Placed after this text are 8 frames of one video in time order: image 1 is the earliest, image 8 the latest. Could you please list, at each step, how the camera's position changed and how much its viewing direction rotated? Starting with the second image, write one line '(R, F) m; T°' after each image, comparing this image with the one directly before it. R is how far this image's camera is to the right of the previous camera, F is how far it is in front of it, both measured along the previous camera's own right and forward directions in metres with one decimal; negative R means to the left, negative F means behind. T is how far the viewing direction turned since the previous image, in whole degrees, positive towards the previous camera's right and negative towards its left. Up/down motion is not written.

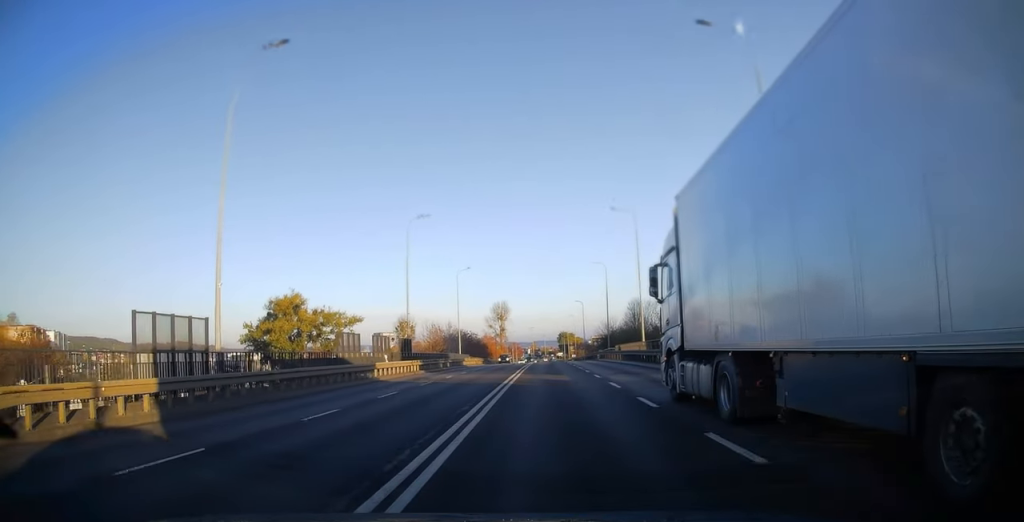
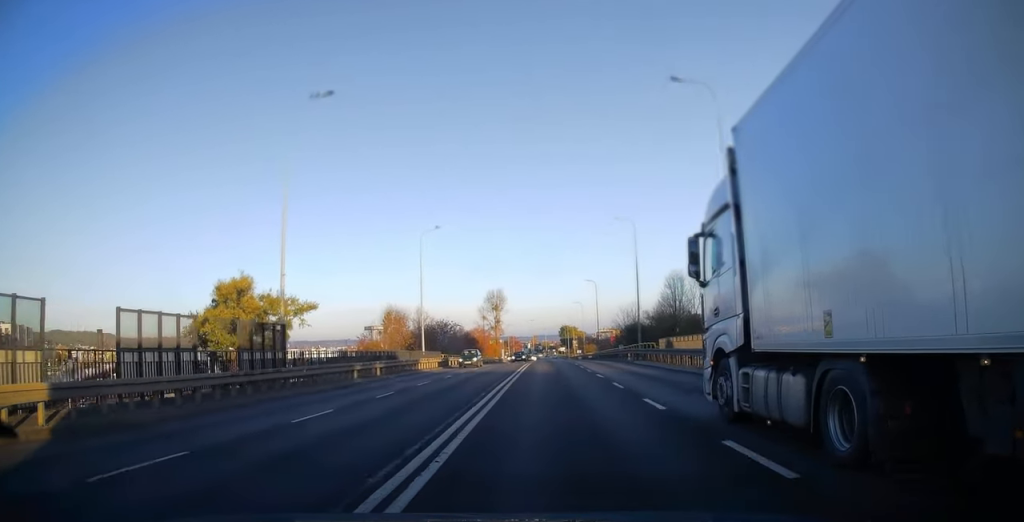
(-0.1, +24.7) m; 0°
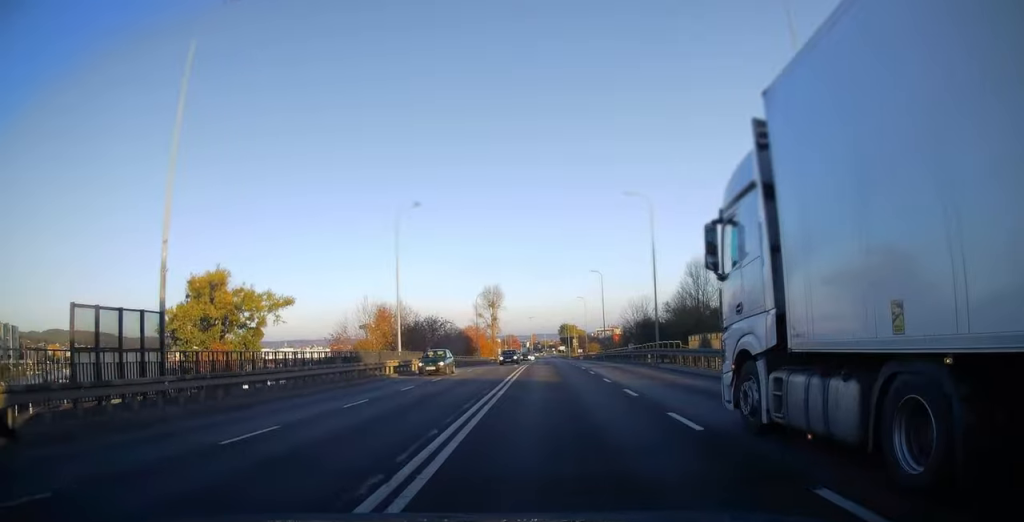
(0.0, +8.8) m; 0°
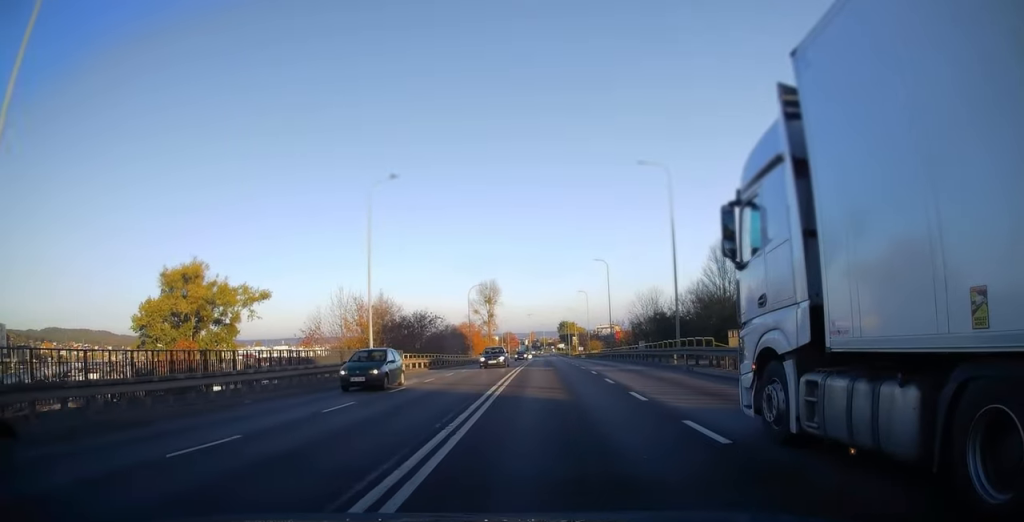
(+0.1, +7.4) m; 0°
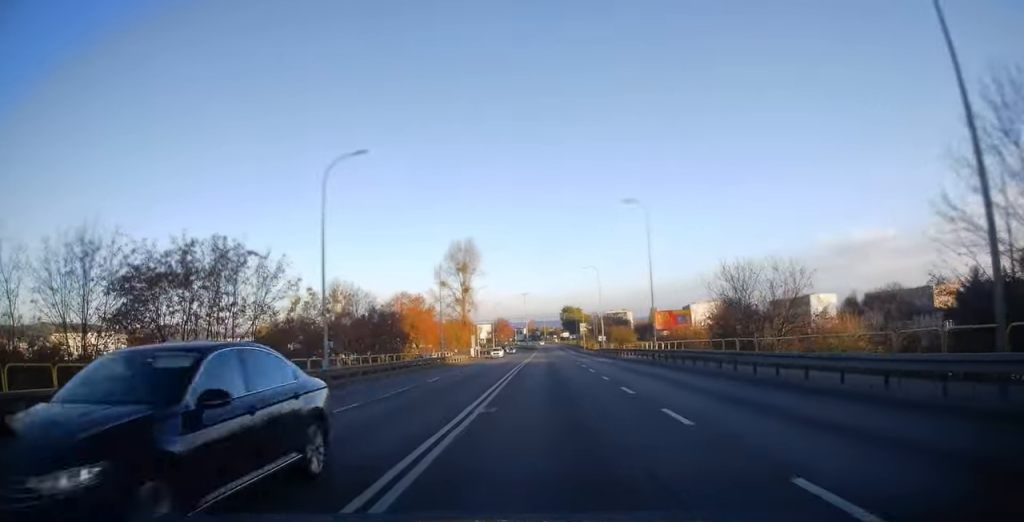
(-0.2, +53.6) m; 0°
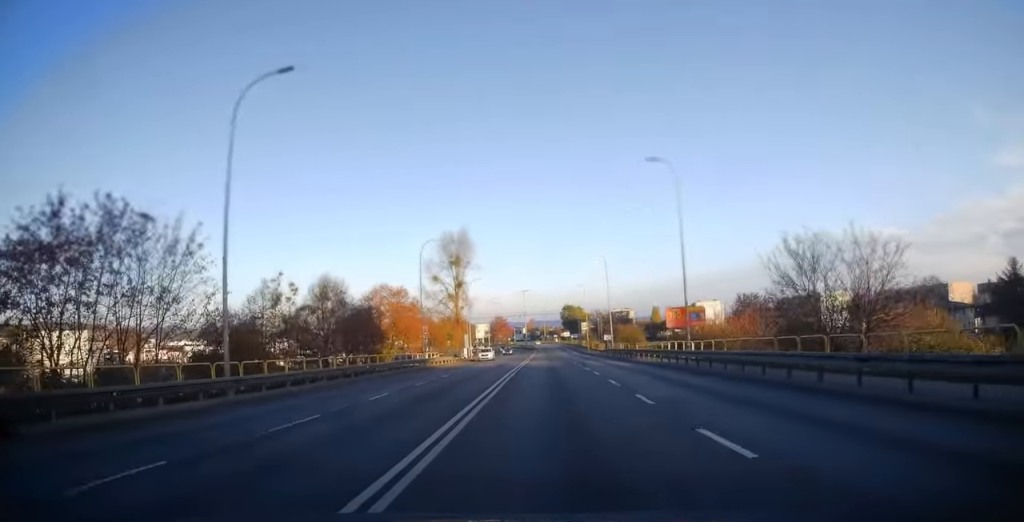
(0.0, +8.9) m; 0°
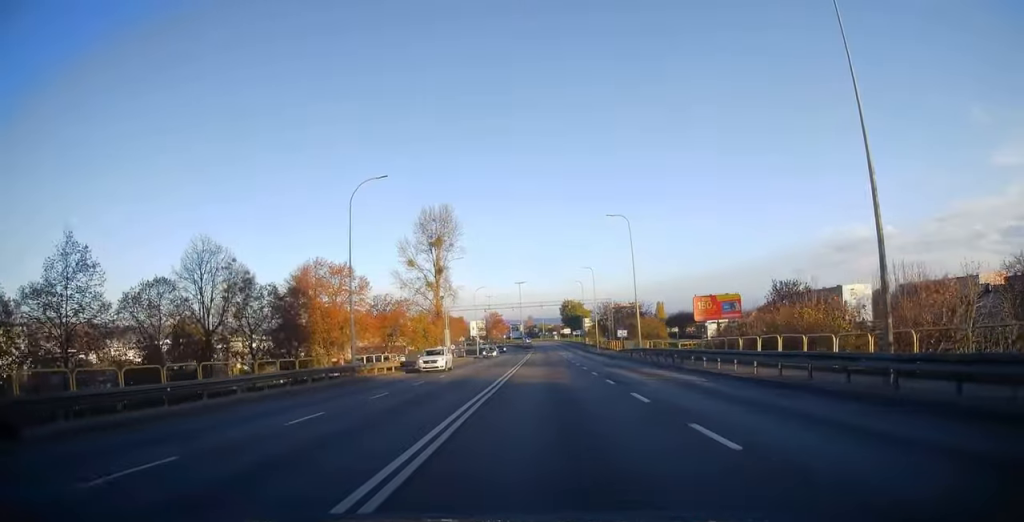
(0.0, +17.7) m; 0°
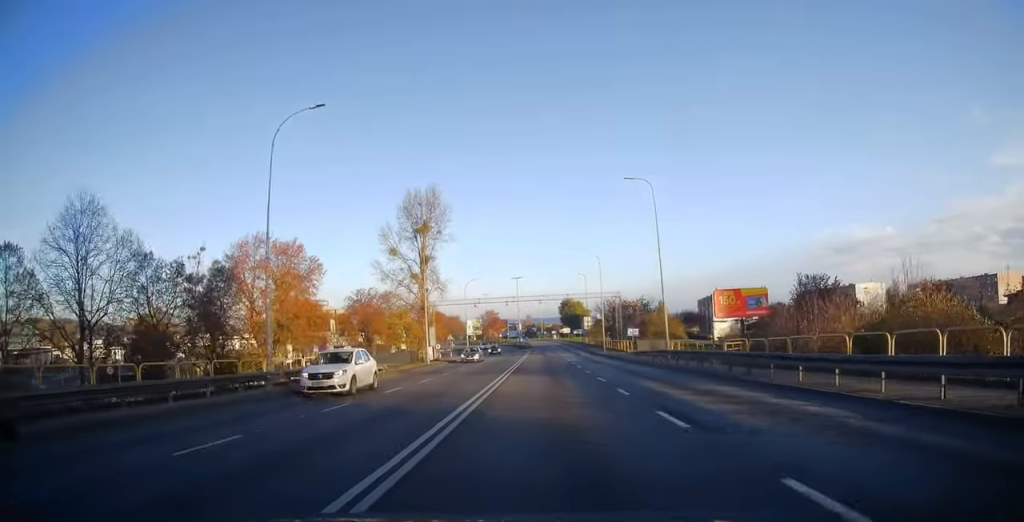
(0.0, +9.7) m; 0°
